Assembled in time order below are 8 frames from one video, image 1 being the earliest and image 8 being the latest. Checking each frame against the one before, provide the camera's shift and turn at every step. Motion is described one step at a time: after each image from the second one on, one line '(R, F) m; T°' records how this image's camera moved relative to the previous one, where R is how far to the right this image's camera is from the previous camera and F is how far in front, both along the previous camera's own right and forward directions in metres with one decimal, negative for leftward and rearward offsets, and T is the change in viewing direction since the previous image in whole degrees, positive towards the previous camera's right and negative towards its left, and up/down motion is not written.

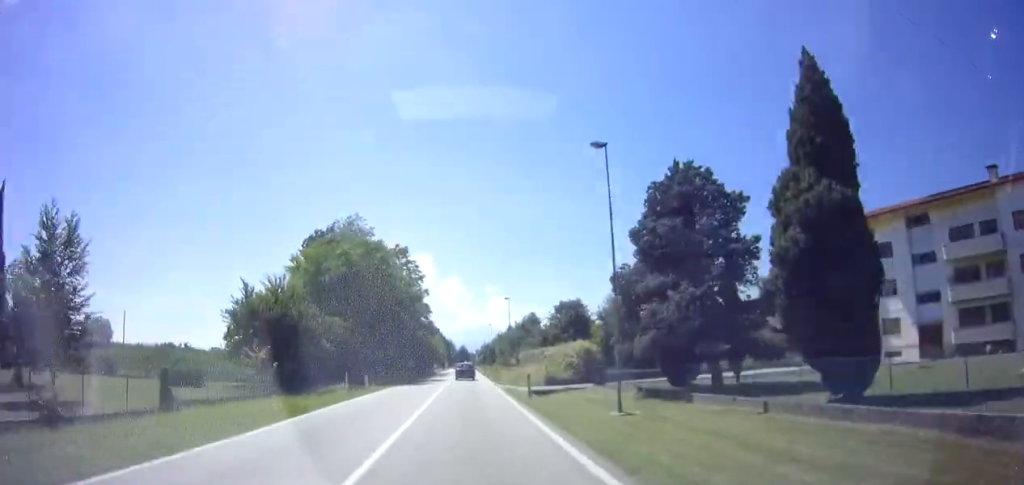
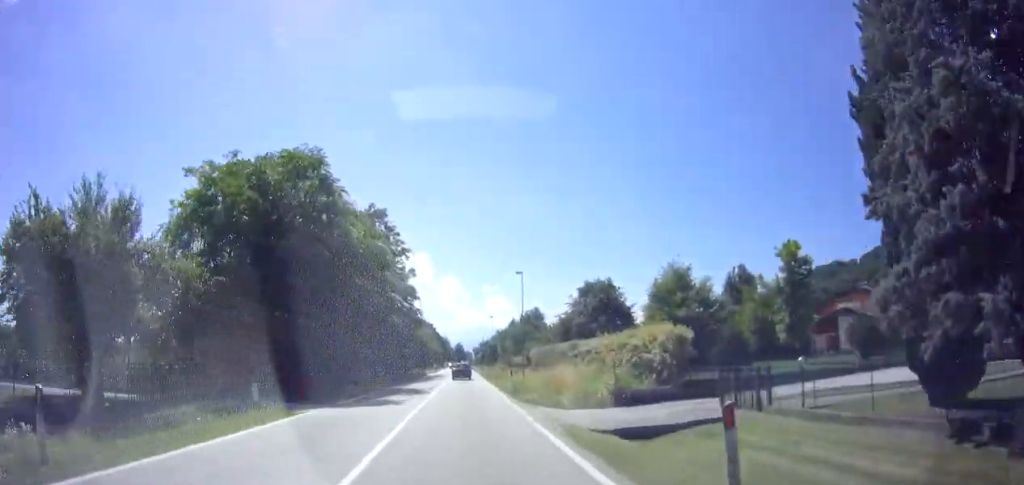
(0.0, +17.3) m; 0°
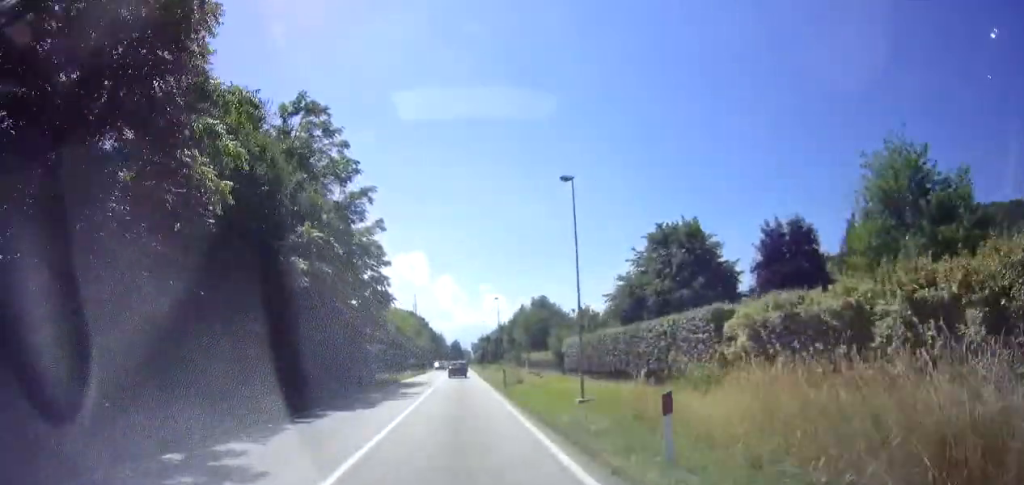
(+0.3, +22.5) m; +1°
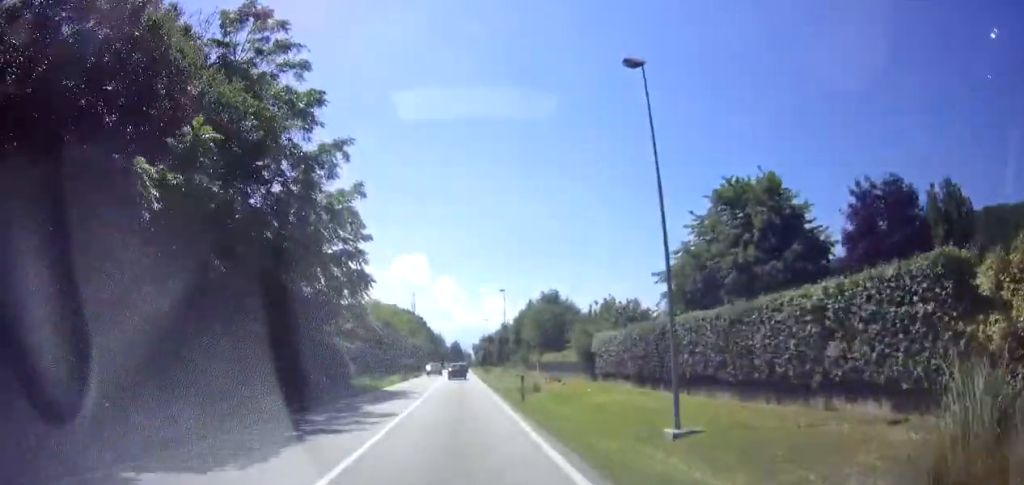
(+0.2, +9.3) m; 0°
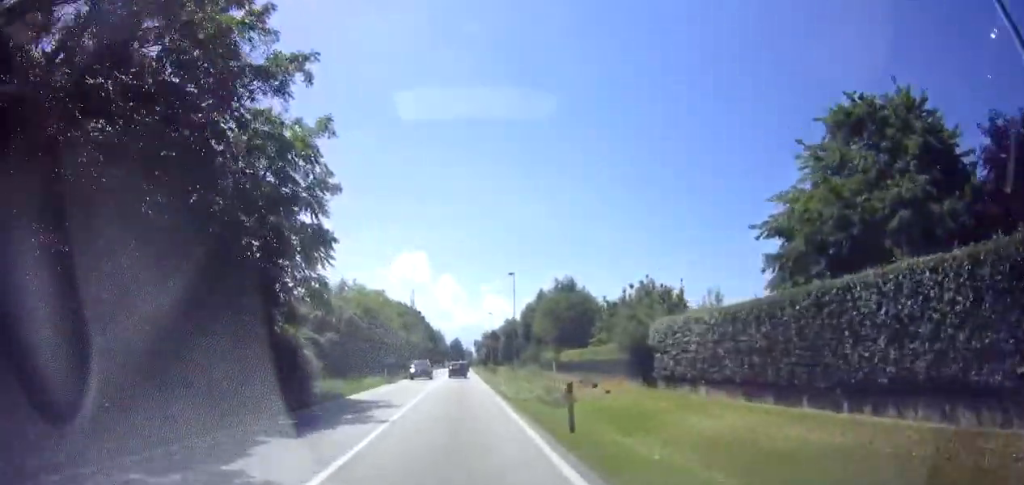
(-0.2, +9.8) m; -1°
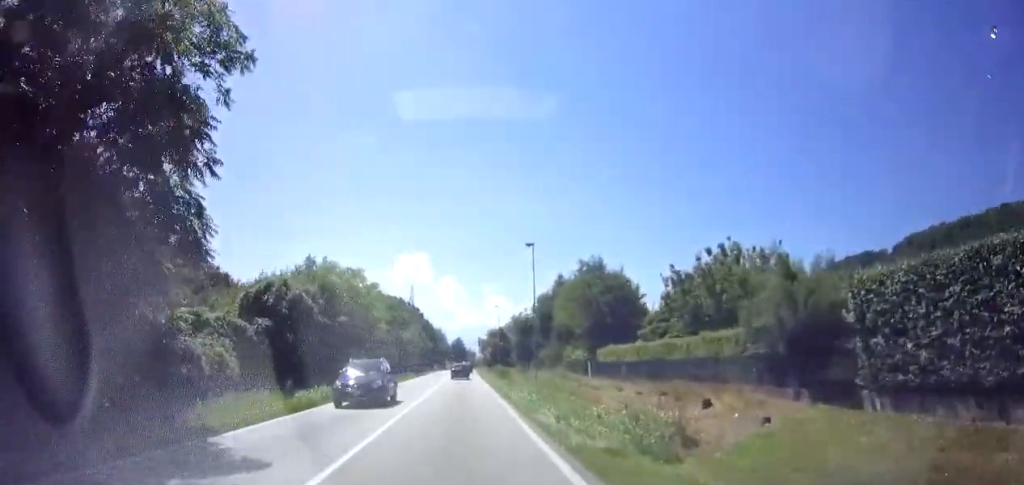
(-0.1, +11.6) m; -1°
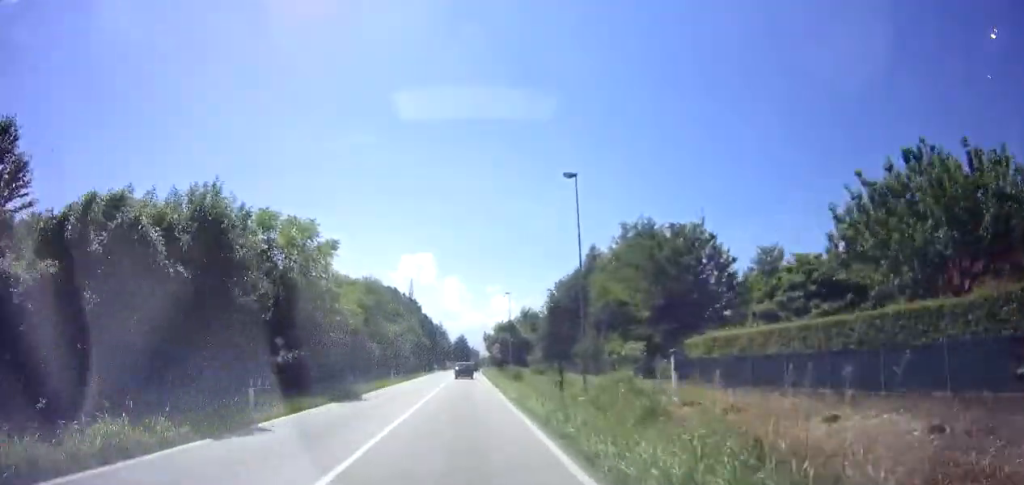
(0.0, +12.8) m; 0°
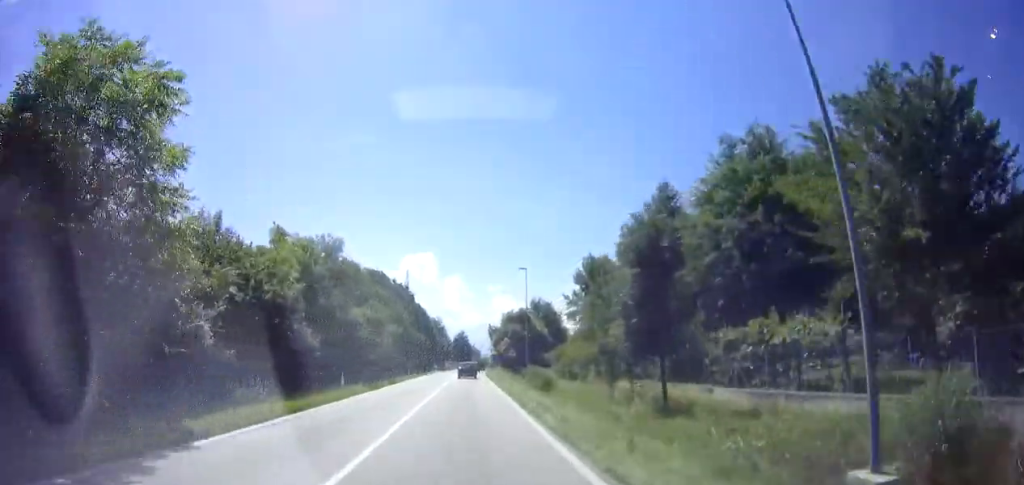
(0.0, +15.1) m; +1°
